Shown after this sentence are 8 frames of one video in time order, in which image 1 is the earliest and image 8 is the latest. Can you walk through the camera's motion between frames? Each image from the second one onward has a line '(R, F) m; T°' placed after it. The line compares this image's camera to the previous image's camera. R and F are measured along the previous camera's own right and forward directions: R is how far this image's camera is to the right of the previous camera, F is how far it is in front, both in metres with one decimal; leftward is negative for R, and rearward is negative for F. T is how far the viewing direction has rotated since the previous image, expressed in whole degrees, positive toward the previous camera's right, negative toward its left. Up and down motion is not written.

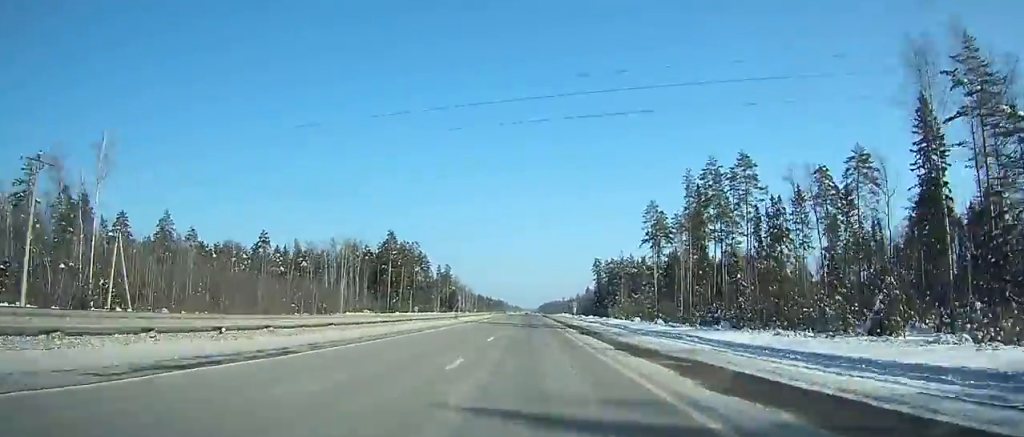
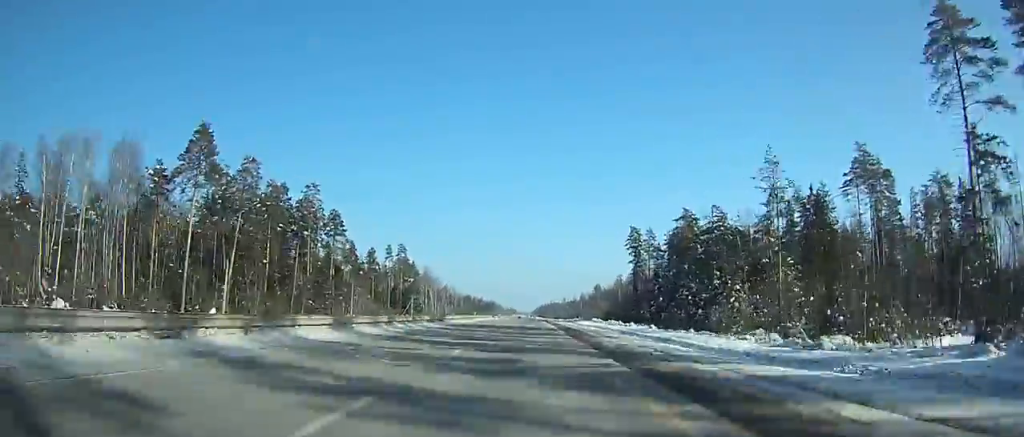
(0.0, +116.4) m; 0°
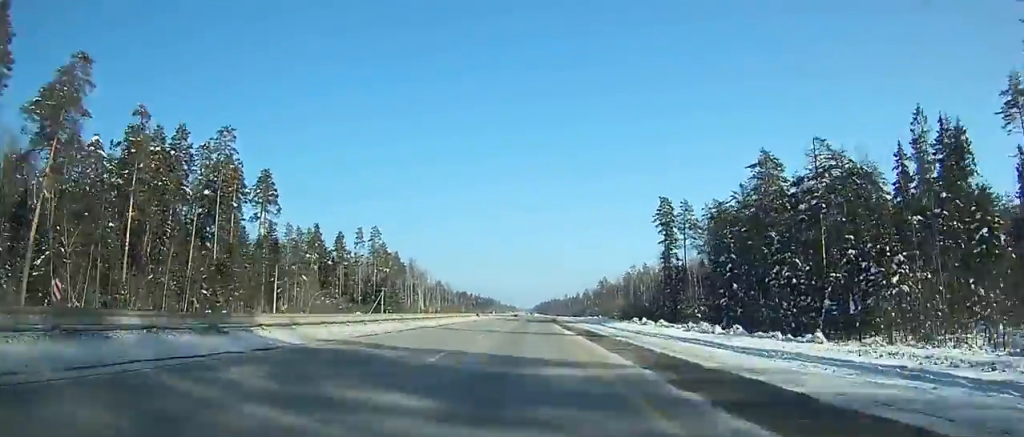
(+0.1, +41.8) m; 0°
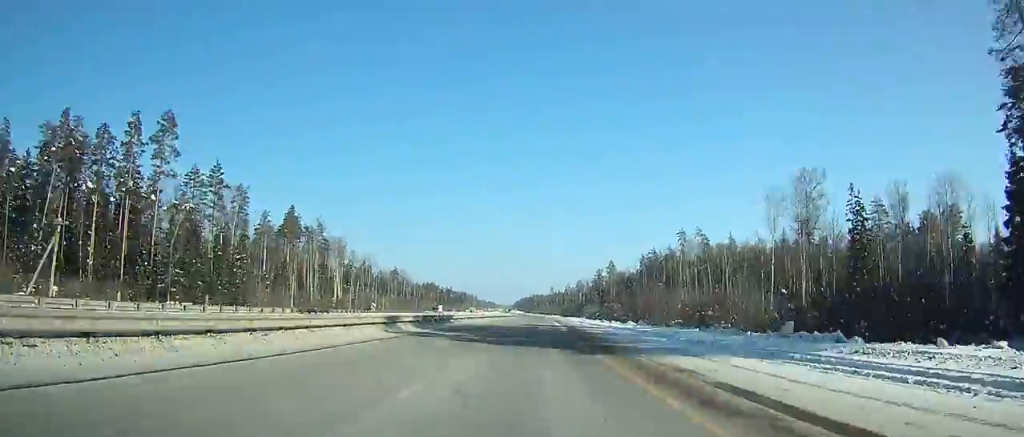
(+1.2, +114.2) m; +1°
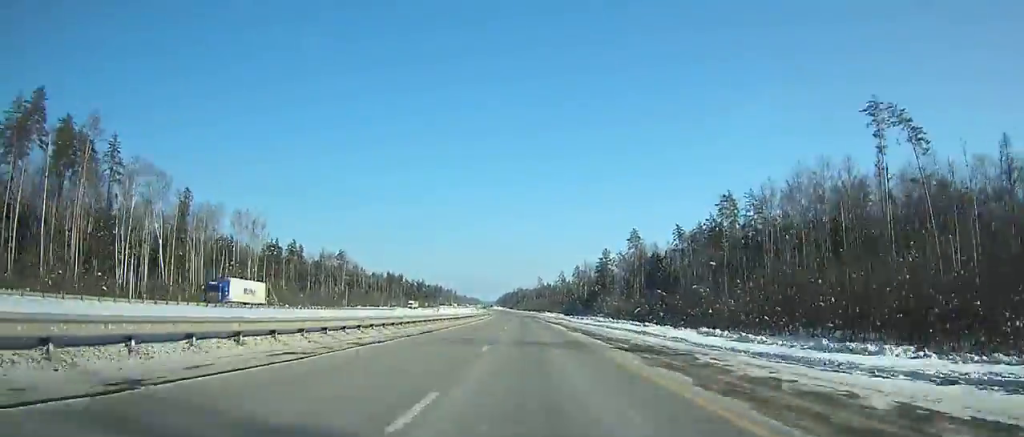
(+1.1, +103.1) m; +1°
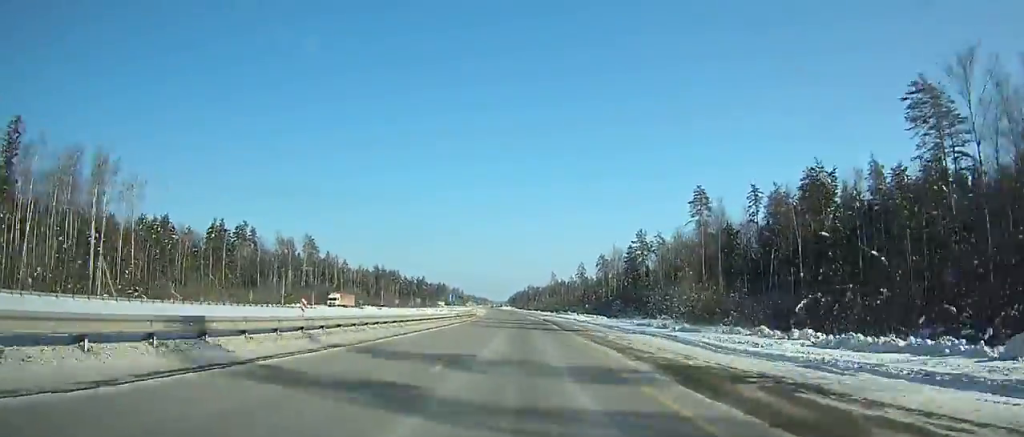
(0.0, +67.0) m; -1°
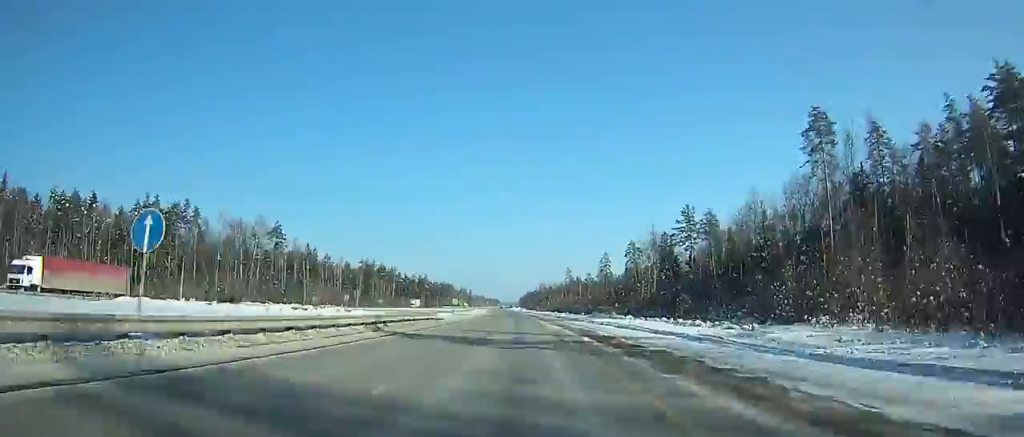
(-0.5, +53.0) m; -1°
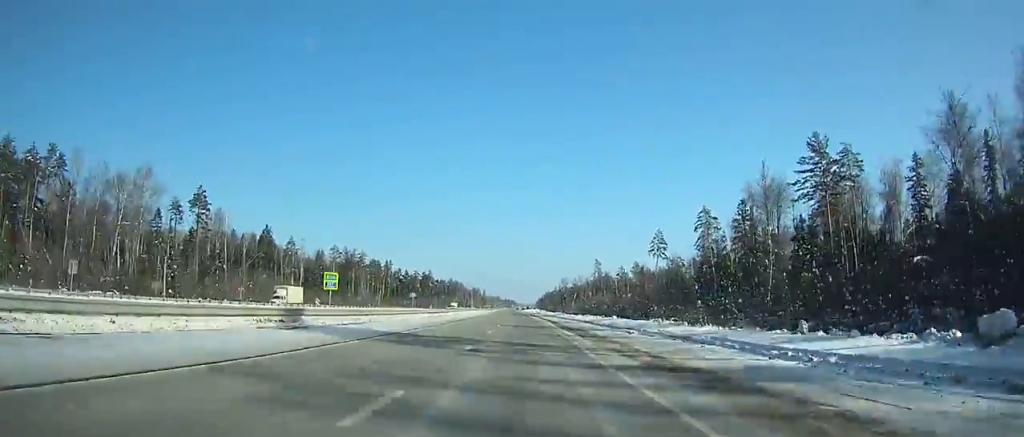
(-0.9, +72.4) m; -2°
